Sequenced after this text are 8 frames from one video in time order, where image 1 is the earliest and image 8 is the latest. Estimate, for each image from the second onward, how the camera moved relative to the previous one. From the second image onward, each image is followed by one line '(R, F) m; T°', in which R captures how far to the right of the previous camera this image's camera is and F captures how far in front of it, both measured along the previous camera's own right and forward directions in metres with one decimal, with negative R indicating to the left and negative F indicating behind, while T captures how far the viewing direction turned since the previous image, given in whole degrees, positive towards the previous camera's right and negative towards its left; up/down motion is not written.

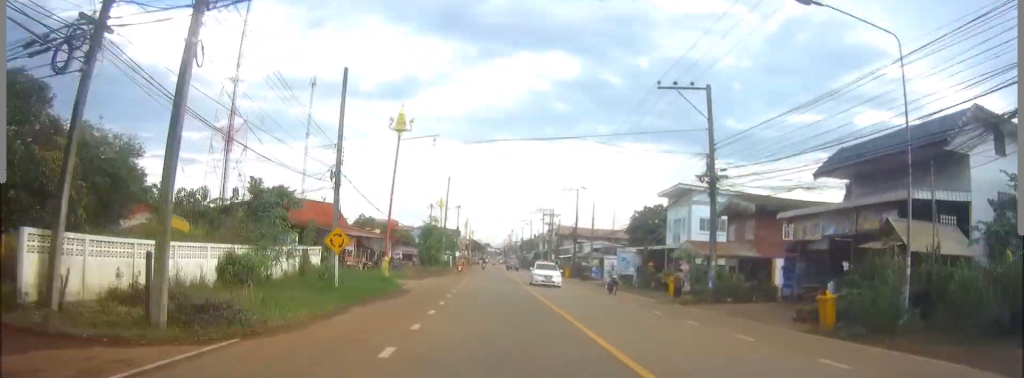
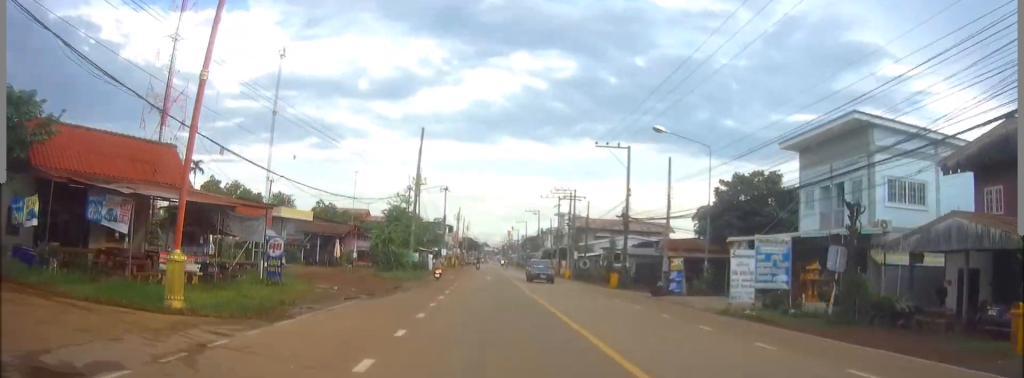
(+0.1, +24.8) m; +1°
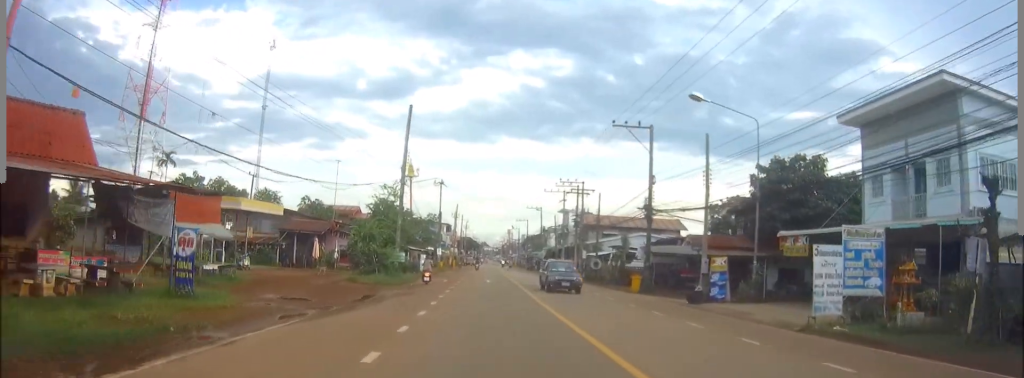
(0.0, +17.6) m; 0°
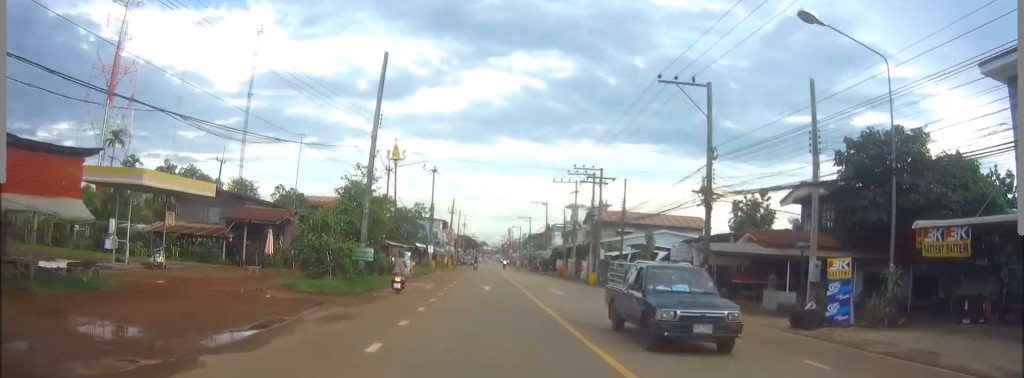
(-0.1, +9.1) m; 0°
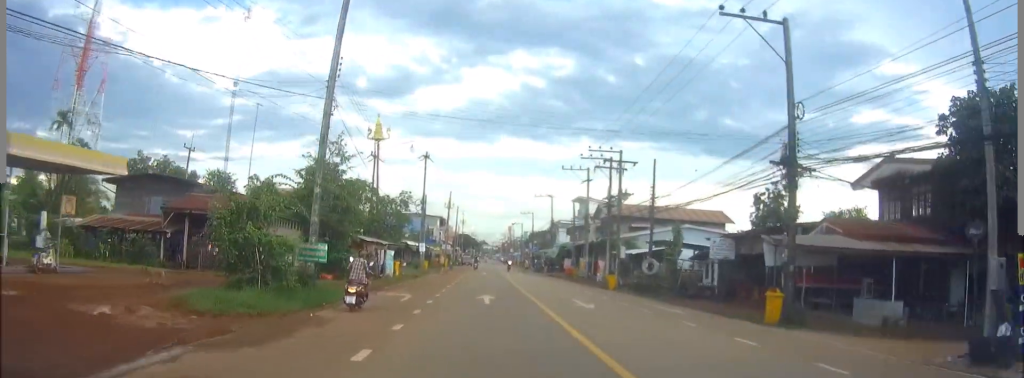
(0.0, +8.2) m; 0°
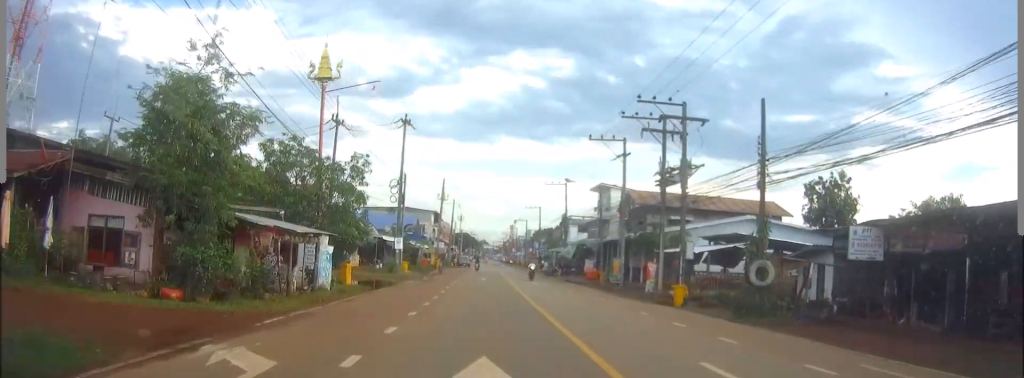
(0.0, +16.0) m; 0°
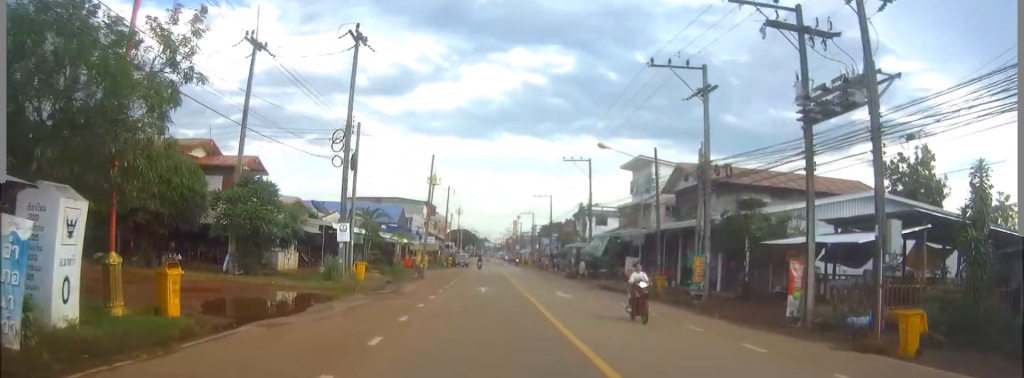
(0.0, +17.3) m; 0°
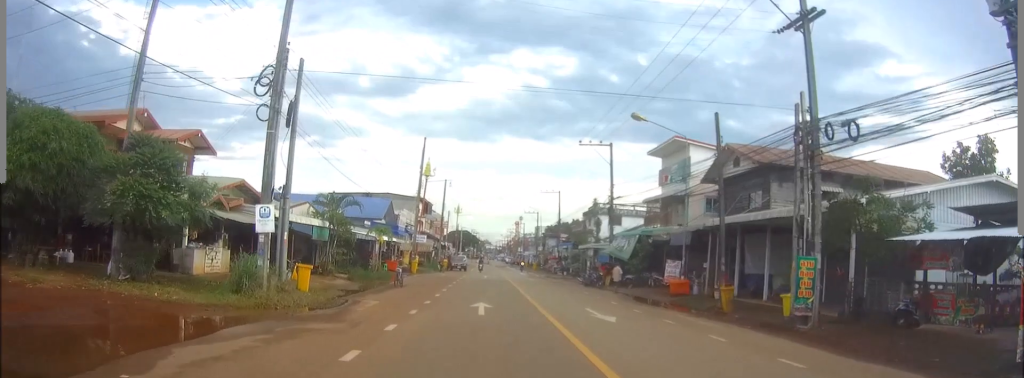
(0.0, +10.4) m; 0°
